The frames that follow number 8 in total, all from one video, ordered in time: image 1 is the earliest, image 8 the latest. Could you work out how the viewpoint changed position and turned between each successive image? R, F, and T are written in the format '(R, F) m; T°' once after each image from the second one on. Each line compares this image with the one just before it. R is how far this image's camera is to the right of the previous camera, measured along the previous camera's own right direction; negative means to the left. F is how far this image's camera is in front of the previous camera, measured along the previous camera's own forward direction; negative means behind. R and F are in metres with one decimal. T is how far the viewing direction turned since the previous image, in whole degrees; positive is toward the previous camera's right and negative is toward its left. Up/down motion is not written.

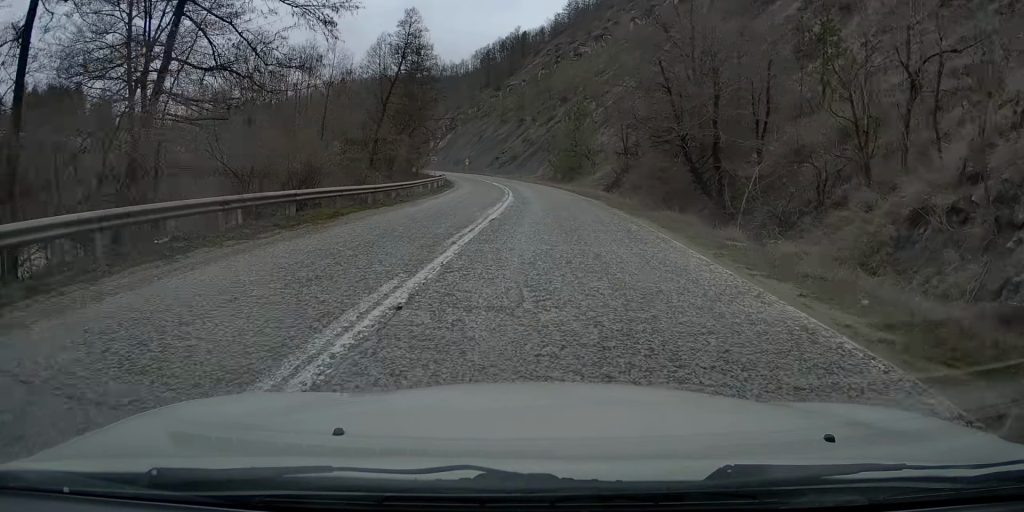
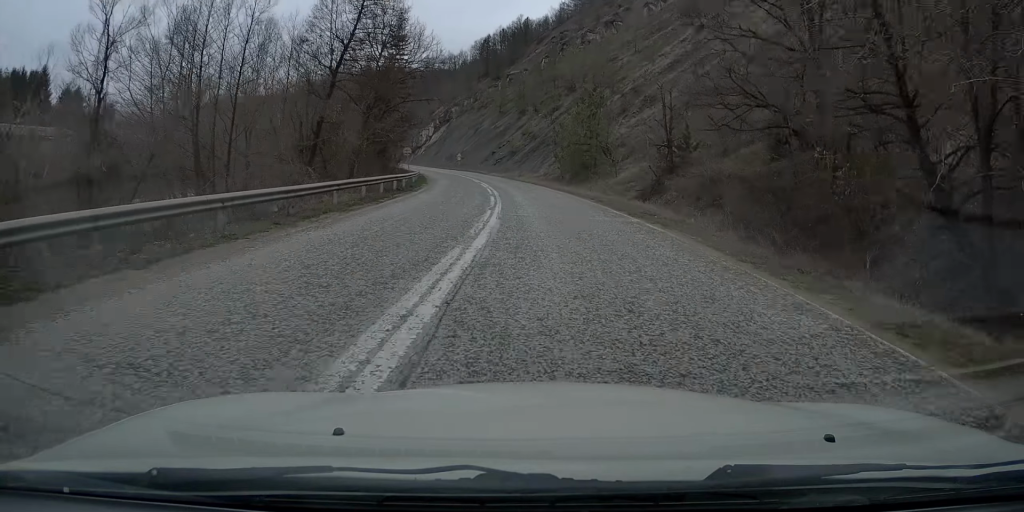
(-0.1, +16.6) m; -1°
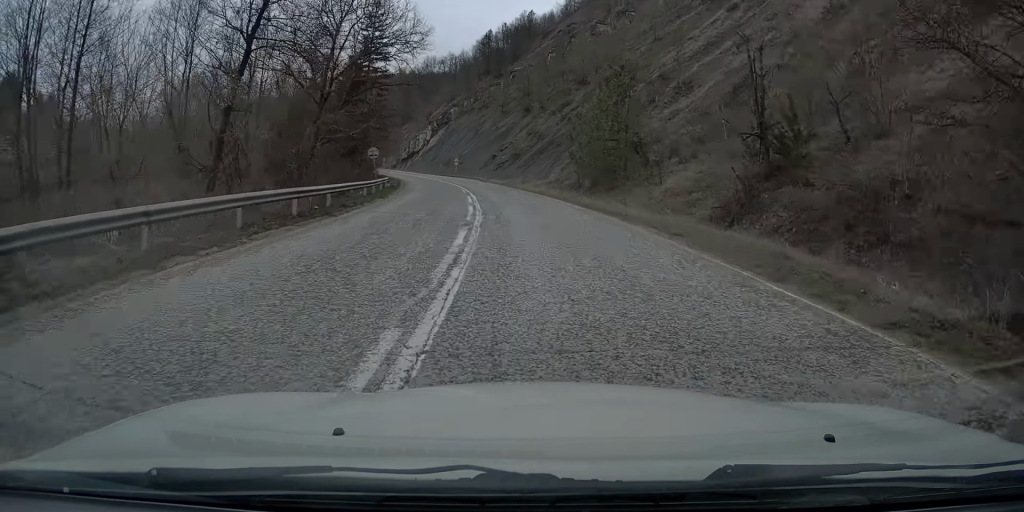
(-0.2, +15.0) m; -1°
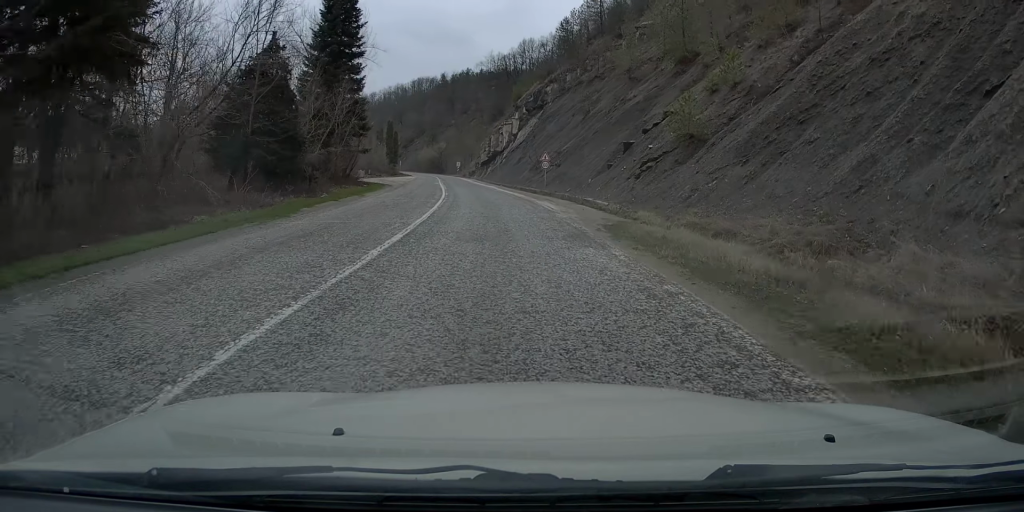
(-2.4, +54.5) m; -7°
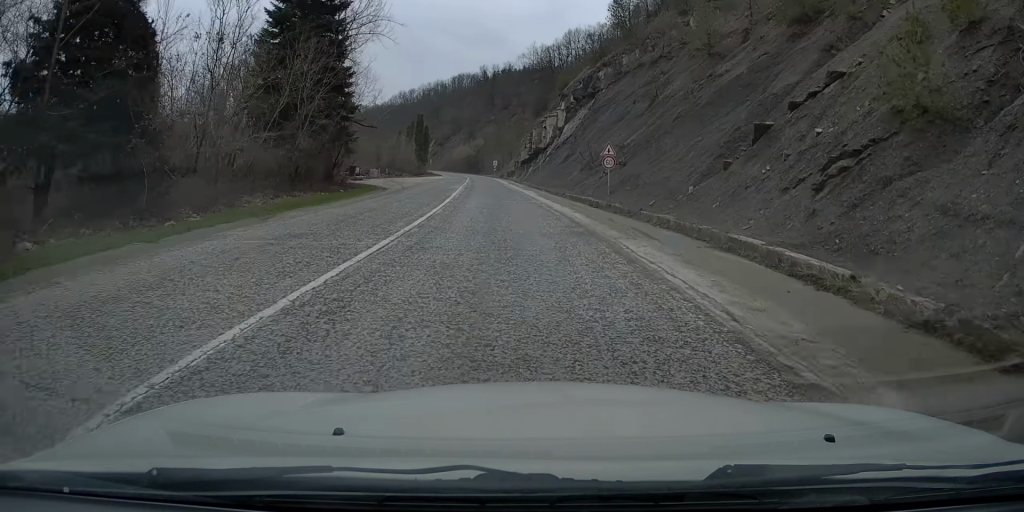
(-0.5, +17.6) m; -4°
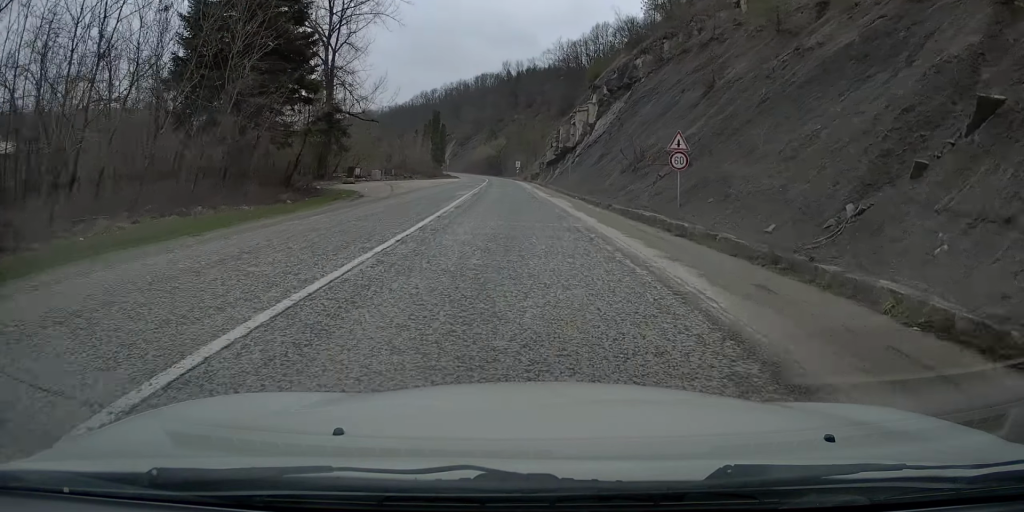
(-0.2, +11.6) m; -2°
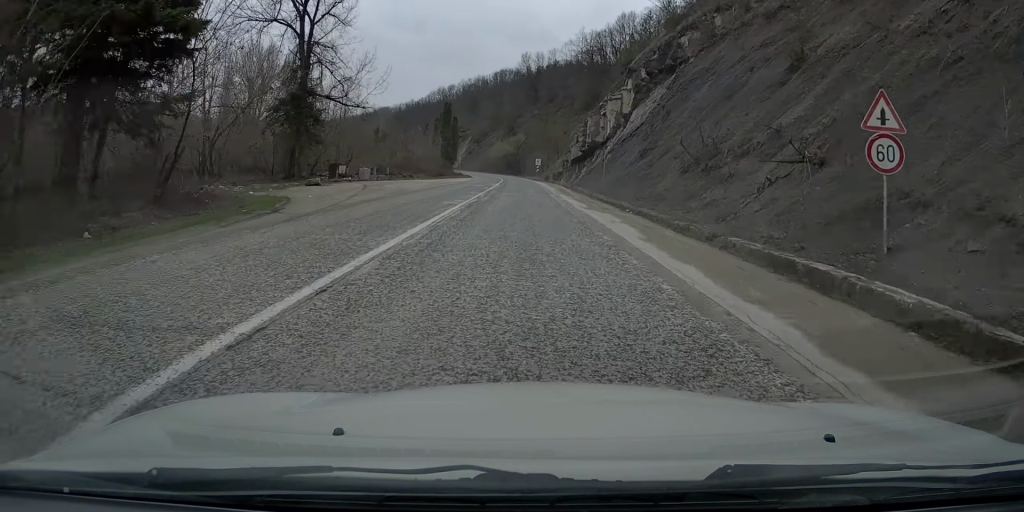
(-0.4, +13.4) m; -3°
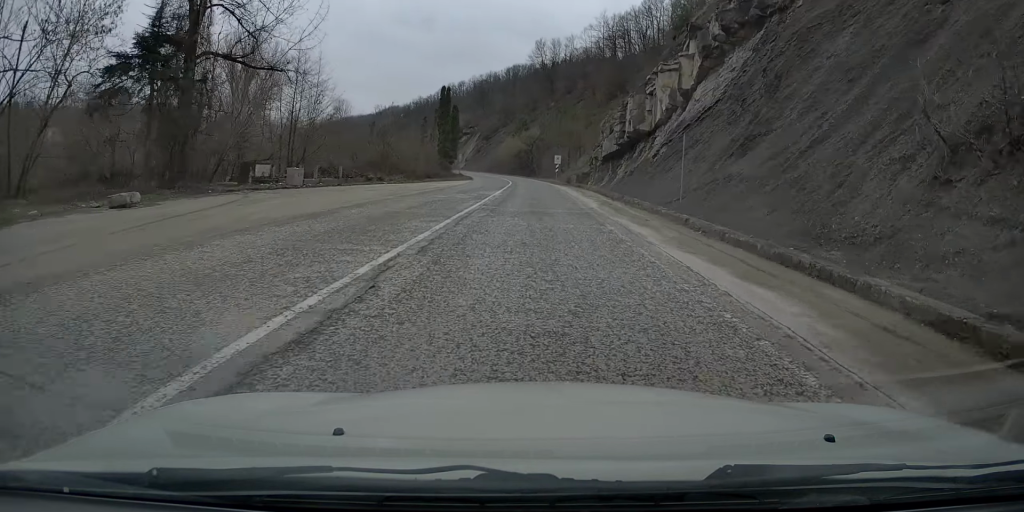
(-0.6, +21.5) m; -3°
